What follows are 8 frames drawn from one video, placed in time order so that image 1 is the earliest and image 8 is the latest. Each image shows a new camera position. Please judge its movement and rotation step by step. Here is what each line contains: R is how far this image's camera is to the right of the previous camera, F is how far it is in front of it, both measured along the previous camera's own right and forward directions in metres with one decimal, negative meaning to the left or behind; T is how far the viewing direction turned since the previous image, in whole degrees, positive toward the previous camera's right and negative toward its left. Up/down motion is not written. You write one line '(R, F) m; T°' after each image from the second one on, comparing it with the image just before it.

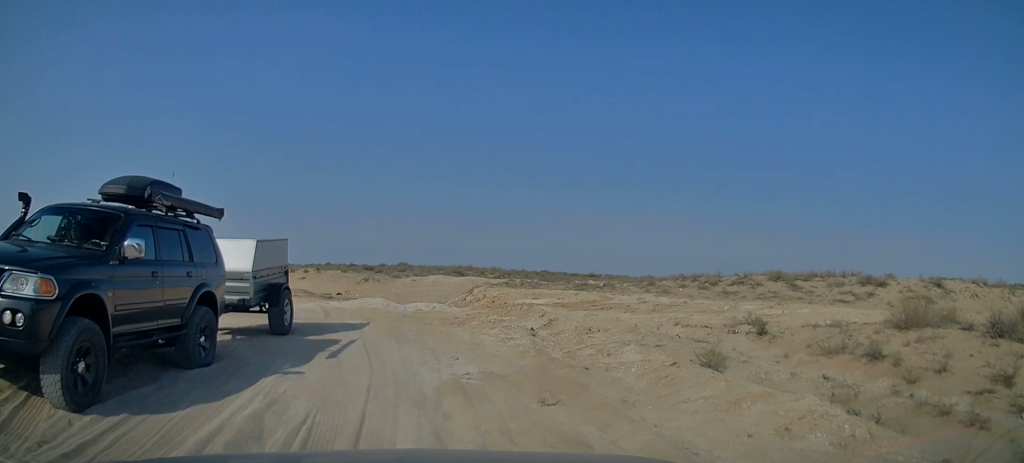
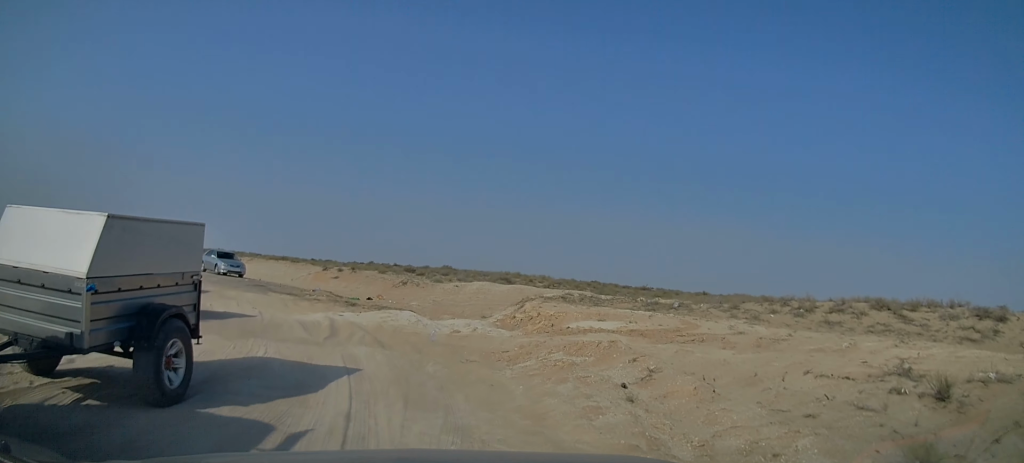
(-0.2, +4.4) m; -3°
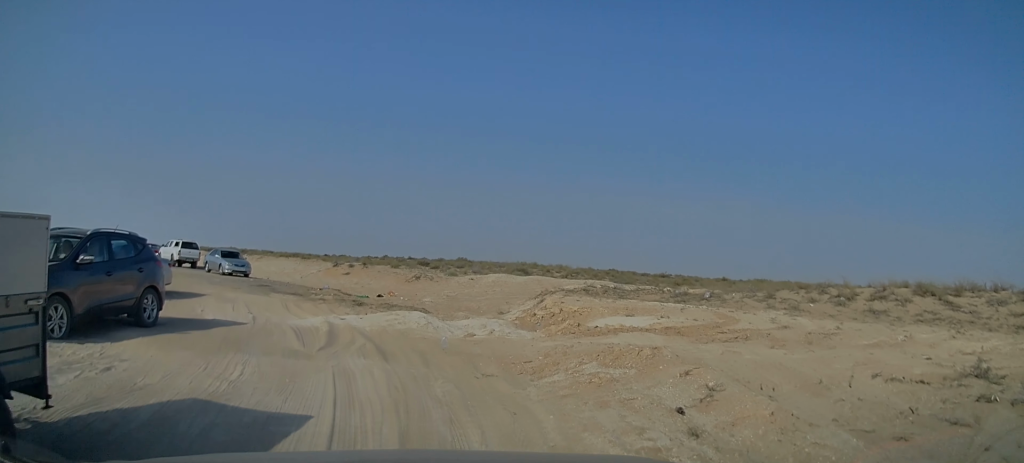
(0.0, +1.7) m; 0°
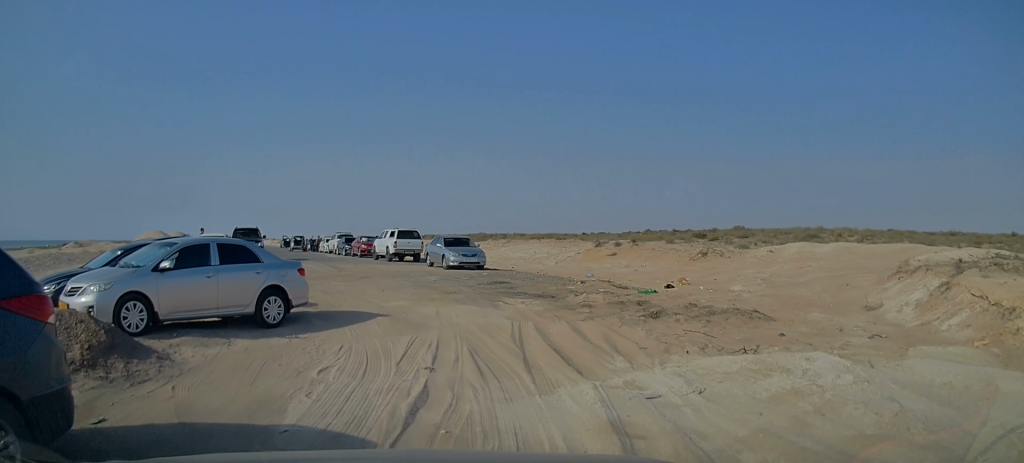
(-1.3, +9.4) m; -20°
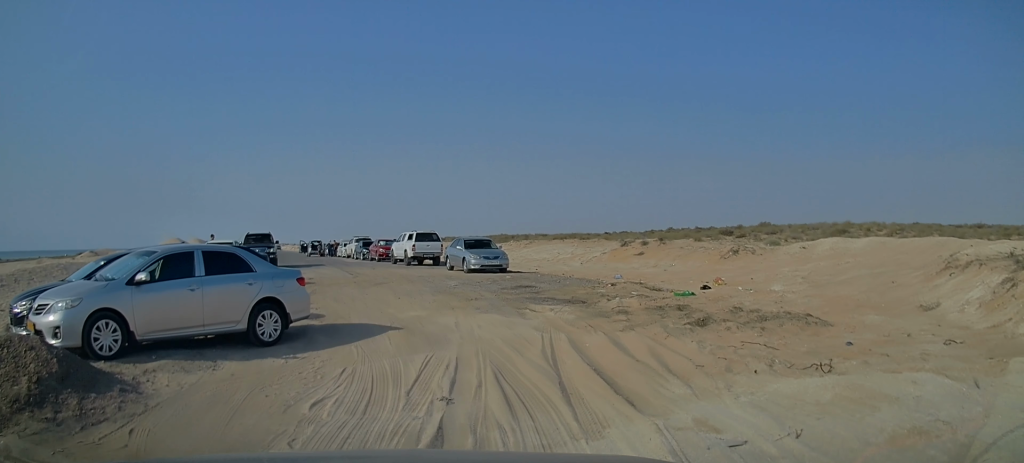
(0.0, +1.4) m; -4°
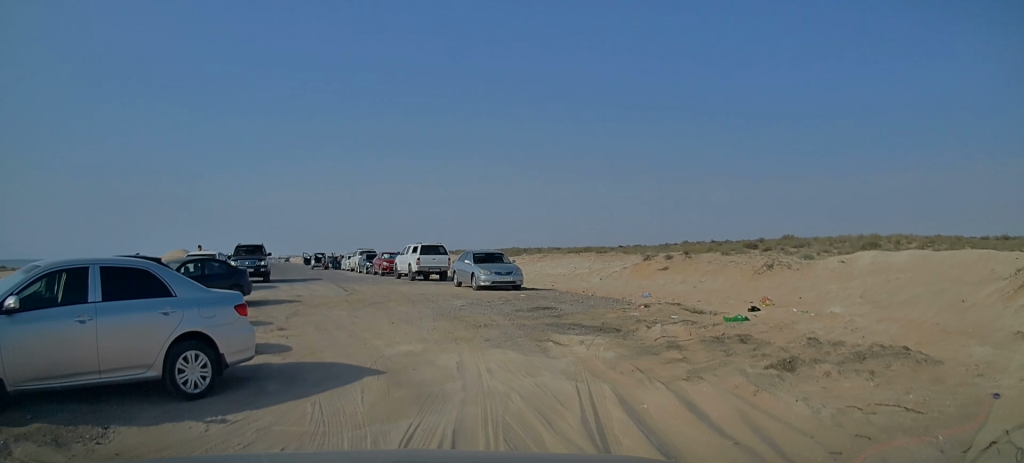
(-0.3, +3.0) m; -3°
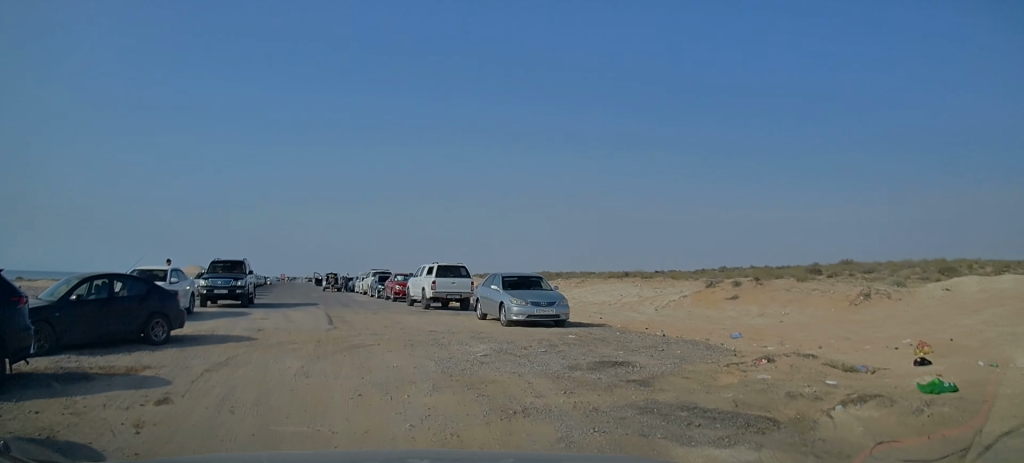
(+0.3, +5.9) m; +2°
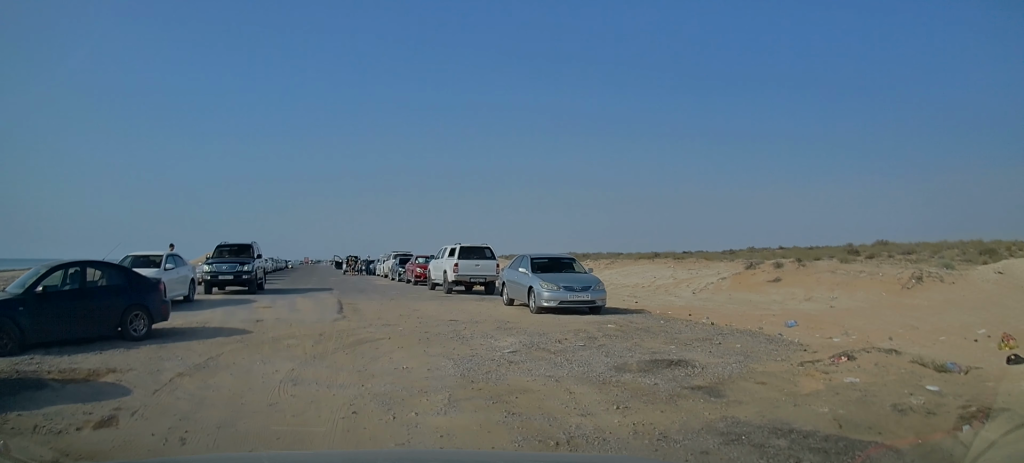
(0.0, +1.7) m; -4°
